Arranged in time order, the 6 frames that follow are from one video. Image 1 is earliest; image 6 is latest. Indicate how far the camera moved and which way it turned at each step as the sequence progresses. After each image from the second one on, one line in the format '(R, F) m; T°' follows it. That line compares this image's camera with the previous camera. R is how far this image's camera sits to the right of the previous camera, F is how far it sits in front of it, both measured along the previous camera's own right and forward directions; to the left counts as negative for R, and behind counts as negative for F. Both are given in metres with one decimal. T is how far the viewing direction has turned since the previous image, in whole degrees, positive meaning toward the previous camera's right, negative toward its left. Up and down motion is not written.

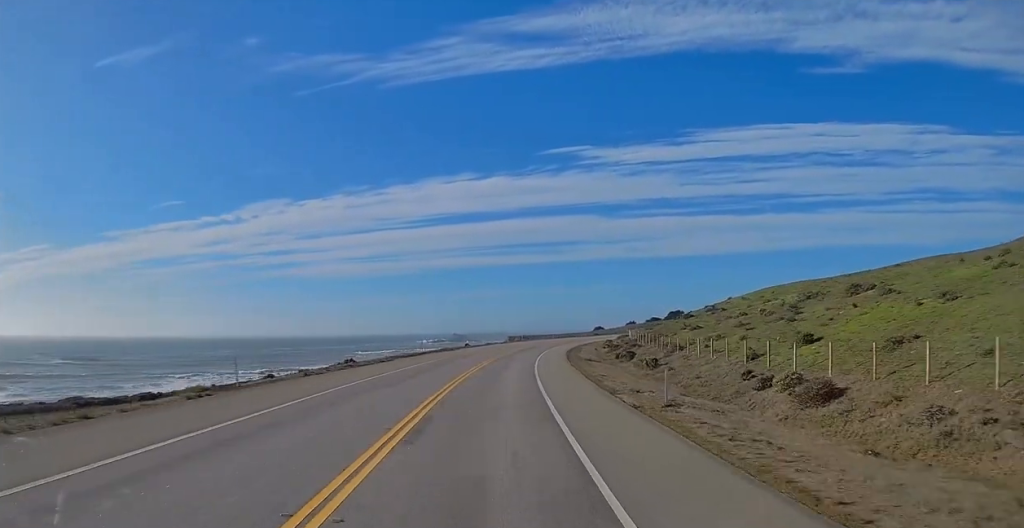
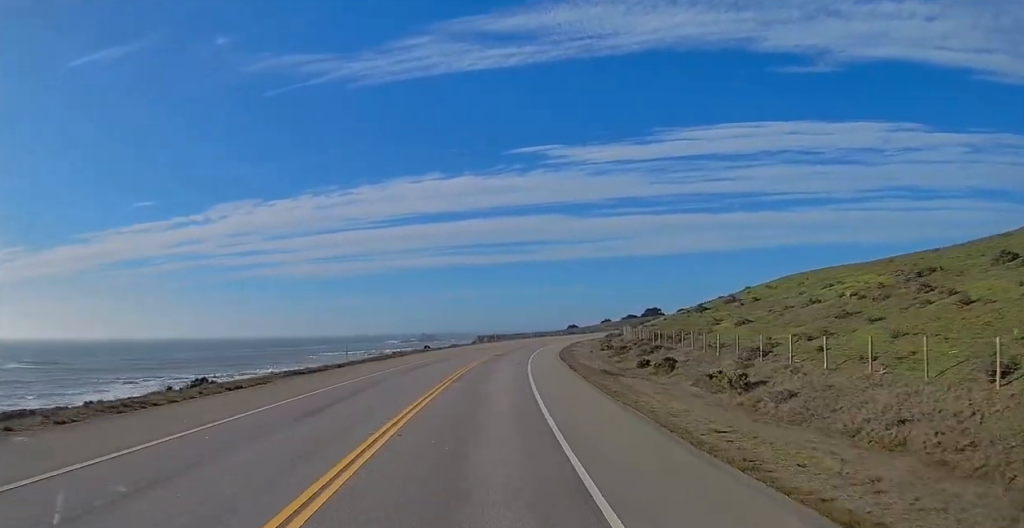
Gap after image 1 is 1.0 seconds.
(+0.5, +22.6) m; +2°
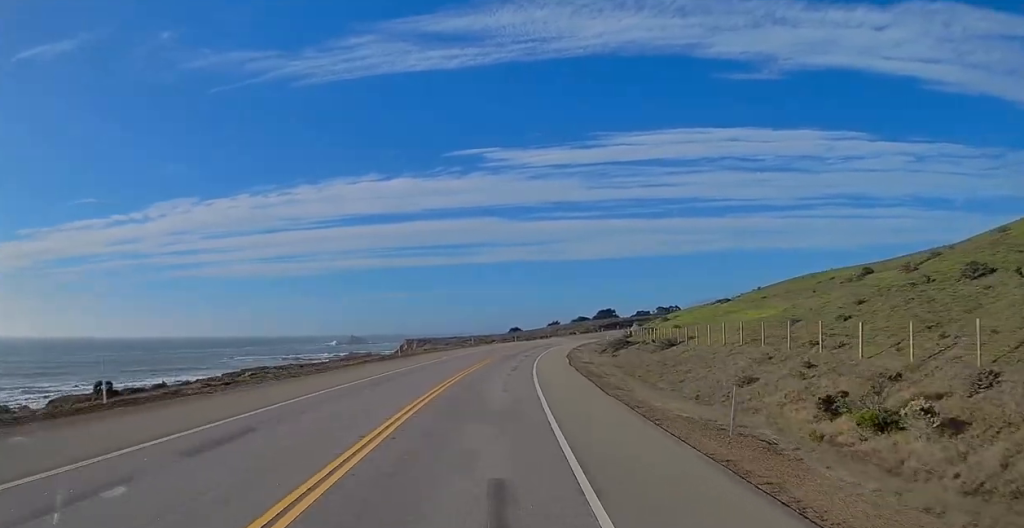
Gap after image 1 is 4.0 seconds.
(+3.3, +66.1) m; +6°
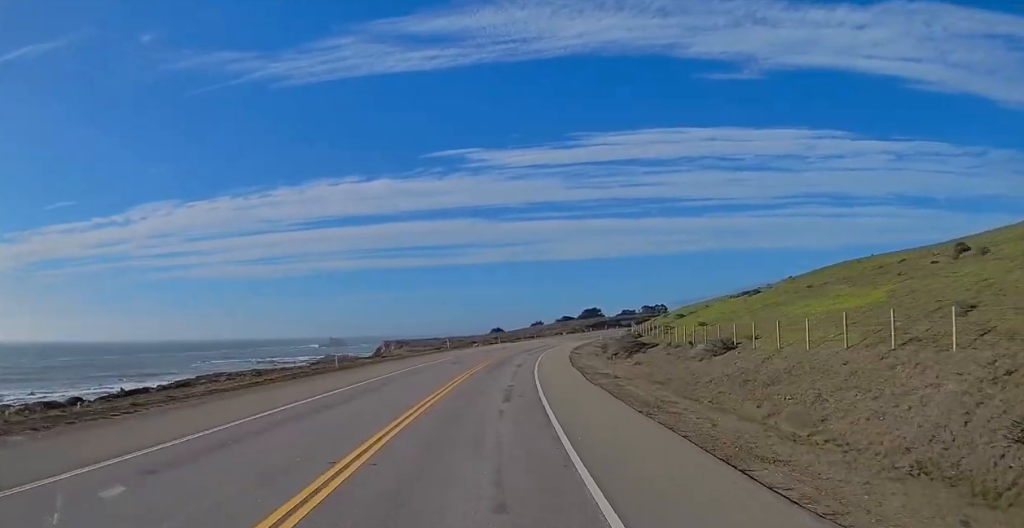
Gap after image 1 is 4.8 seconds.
(+0.3, +17.0) m; +2°
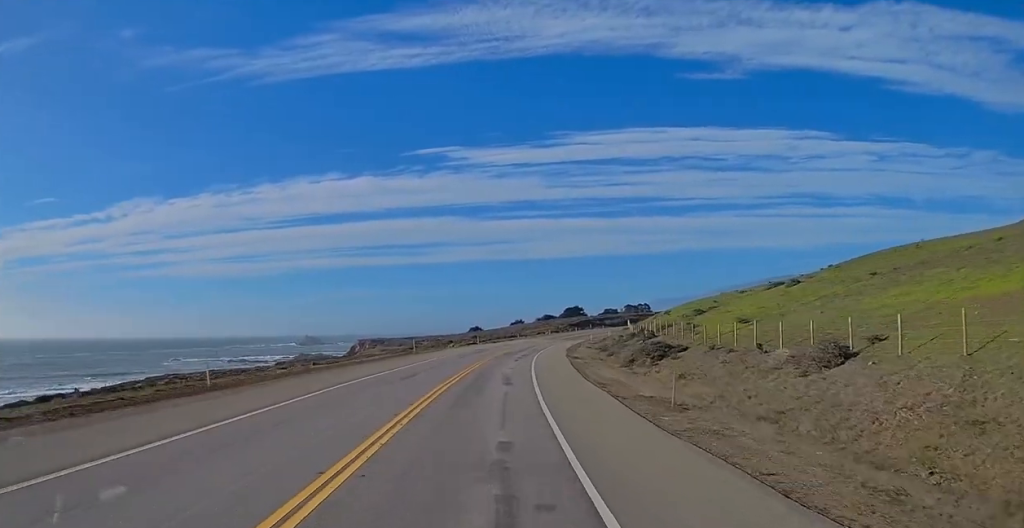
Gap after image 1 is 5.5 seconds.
(-0.1, +15.7) m; +2°
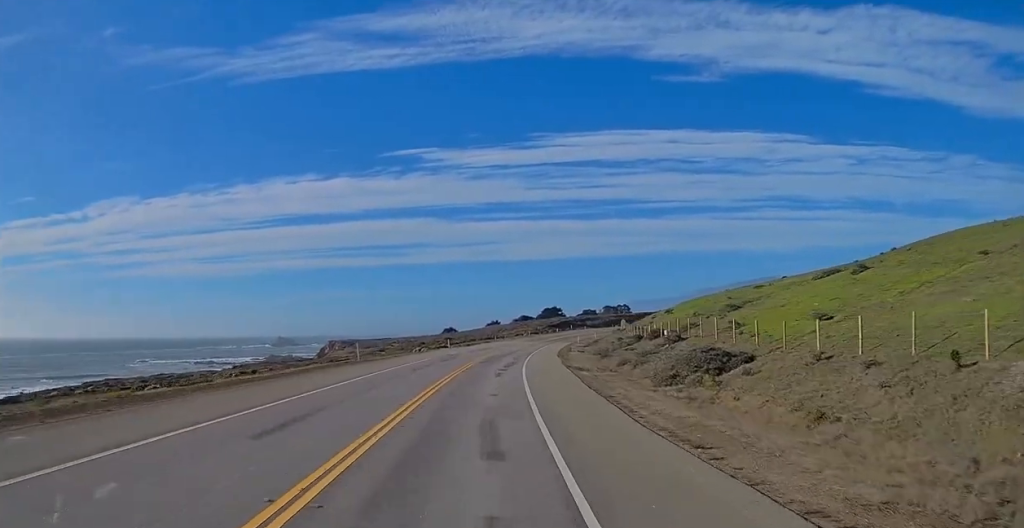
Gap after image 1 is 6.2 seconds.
(+0.6, +16.2) m; +2°
